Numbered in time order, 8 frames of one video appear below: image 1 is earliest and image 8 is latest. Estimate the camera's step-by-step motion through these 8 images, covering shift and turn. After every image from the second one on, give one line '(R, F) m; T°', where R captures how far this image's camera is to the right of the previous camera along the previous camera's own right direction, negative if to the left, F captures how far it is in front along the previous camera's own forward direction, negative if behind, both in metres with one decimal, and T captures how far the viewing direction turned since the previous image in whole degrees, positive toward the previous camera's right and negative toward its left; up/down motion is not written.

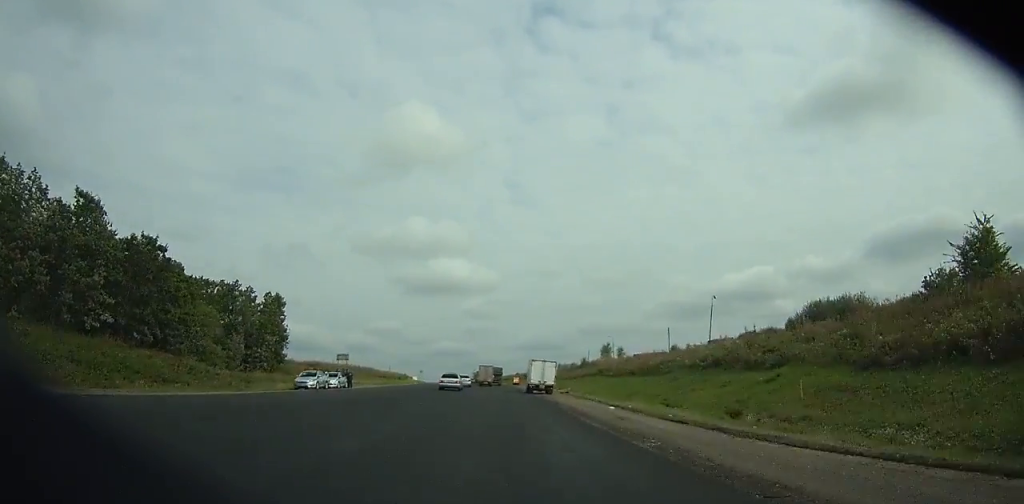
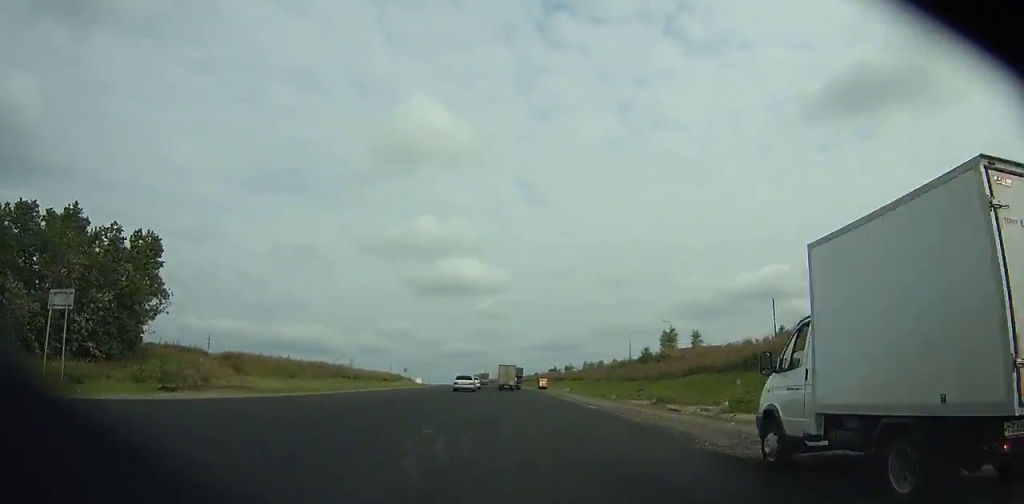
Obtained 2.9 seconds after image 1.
(-1.0, +50.4) m; -2°
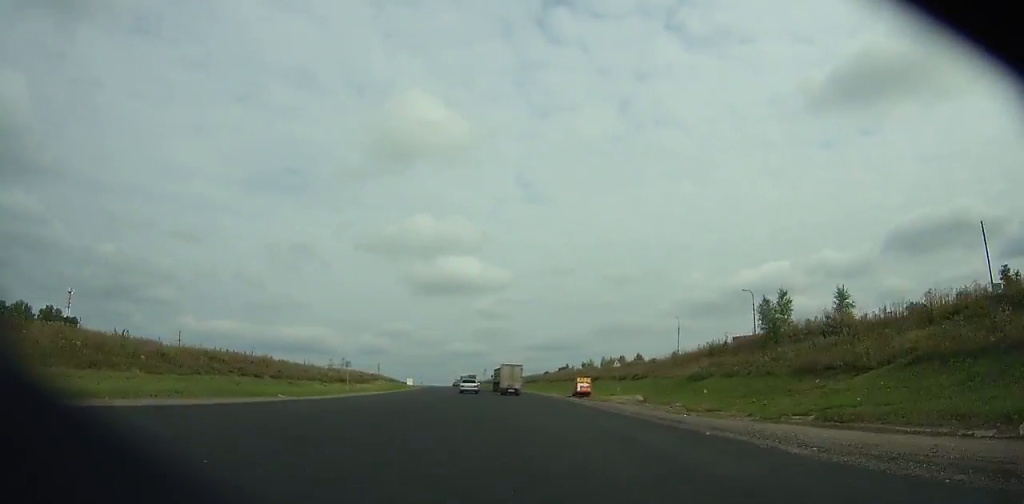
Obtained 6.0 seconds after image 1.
(-0.4, +47.3) m; -1°
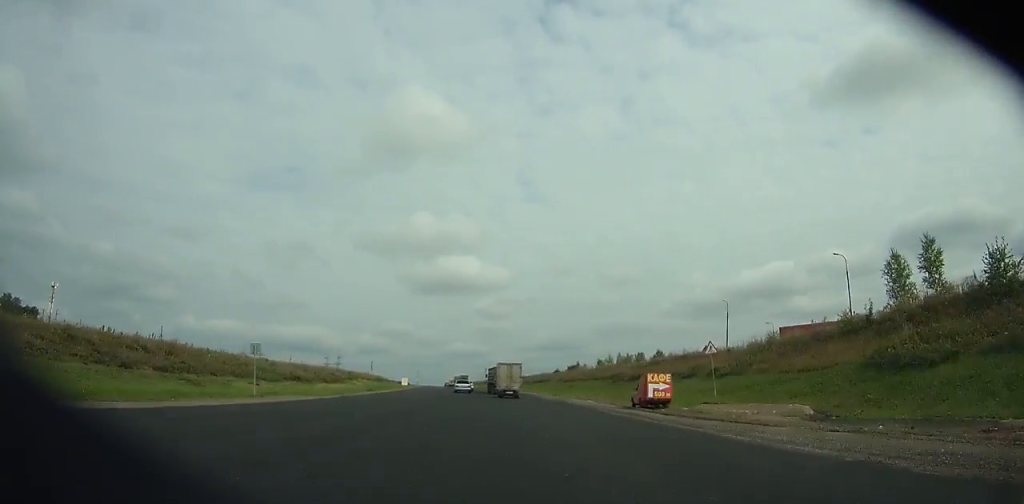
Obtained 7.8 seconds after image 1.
(0.0, +26.2) m; 0°
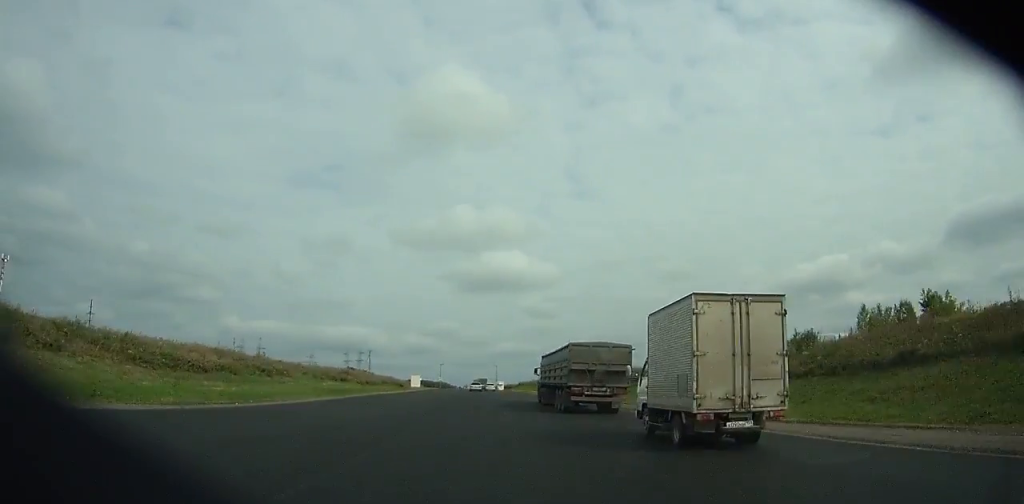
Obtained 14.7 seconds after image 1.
(-3.7, +109.4) m; -4°
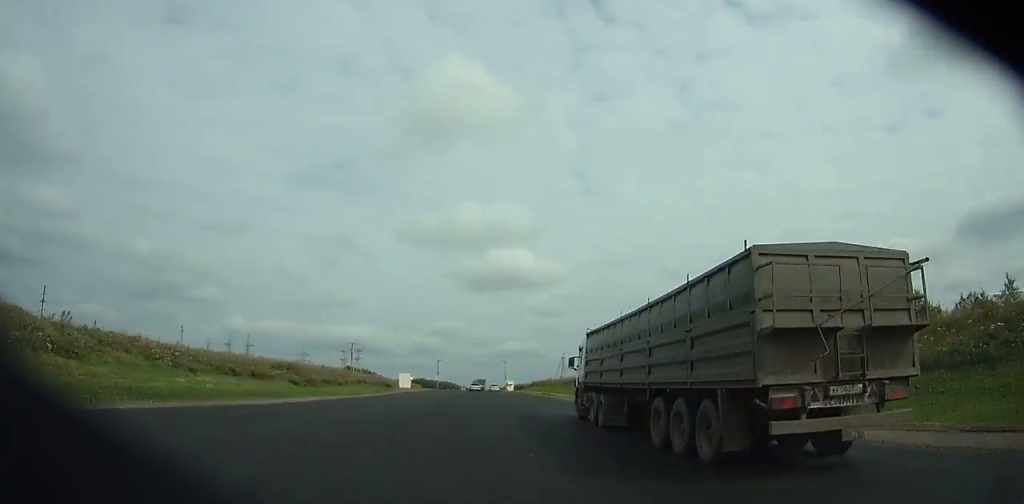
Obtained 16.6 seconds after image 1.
(-0.5, +34.2) m; -1°
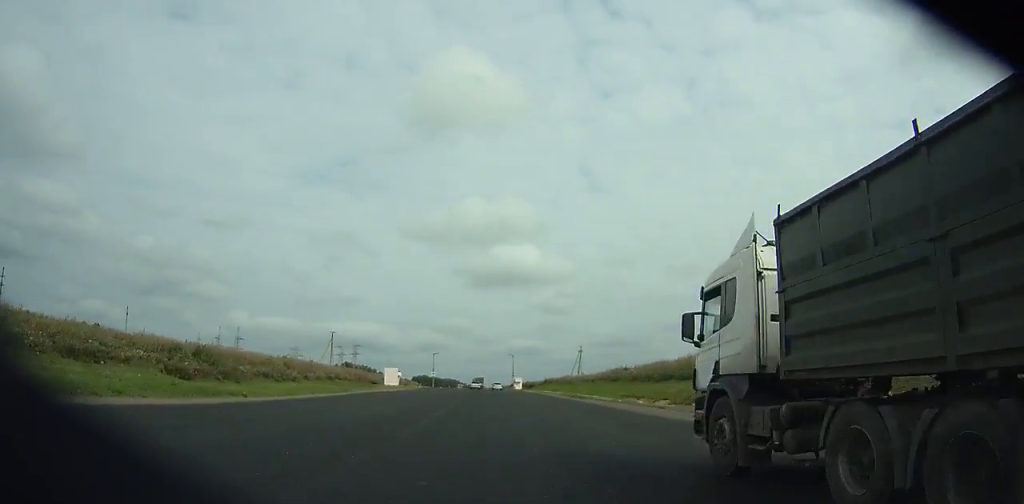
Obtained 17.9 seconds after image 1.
(-0.1, +25.5) m; 0°
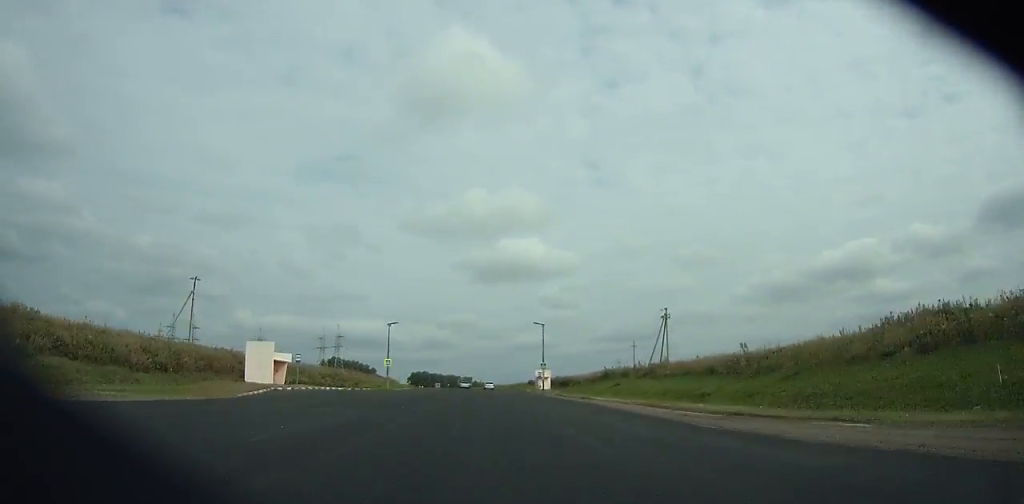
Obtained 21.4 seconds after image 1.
(-0.7, +70.7) m; -1°
